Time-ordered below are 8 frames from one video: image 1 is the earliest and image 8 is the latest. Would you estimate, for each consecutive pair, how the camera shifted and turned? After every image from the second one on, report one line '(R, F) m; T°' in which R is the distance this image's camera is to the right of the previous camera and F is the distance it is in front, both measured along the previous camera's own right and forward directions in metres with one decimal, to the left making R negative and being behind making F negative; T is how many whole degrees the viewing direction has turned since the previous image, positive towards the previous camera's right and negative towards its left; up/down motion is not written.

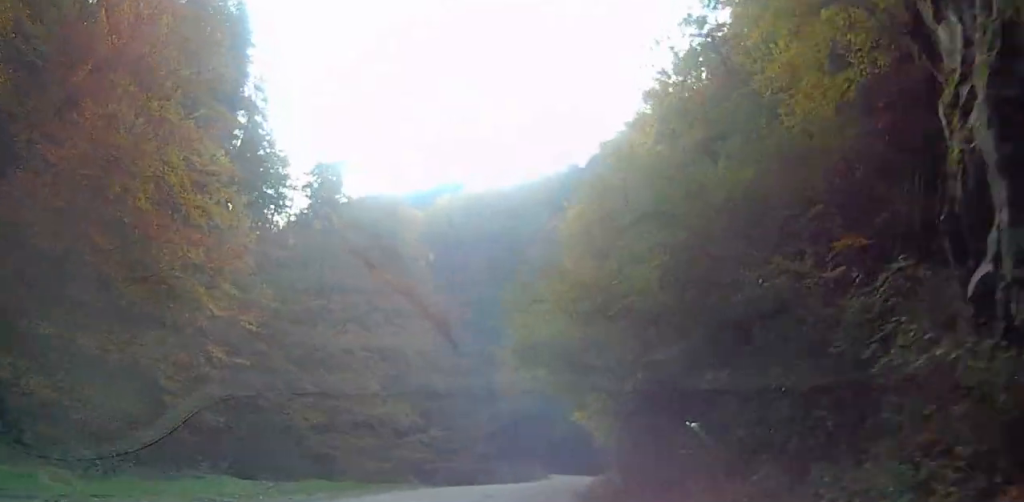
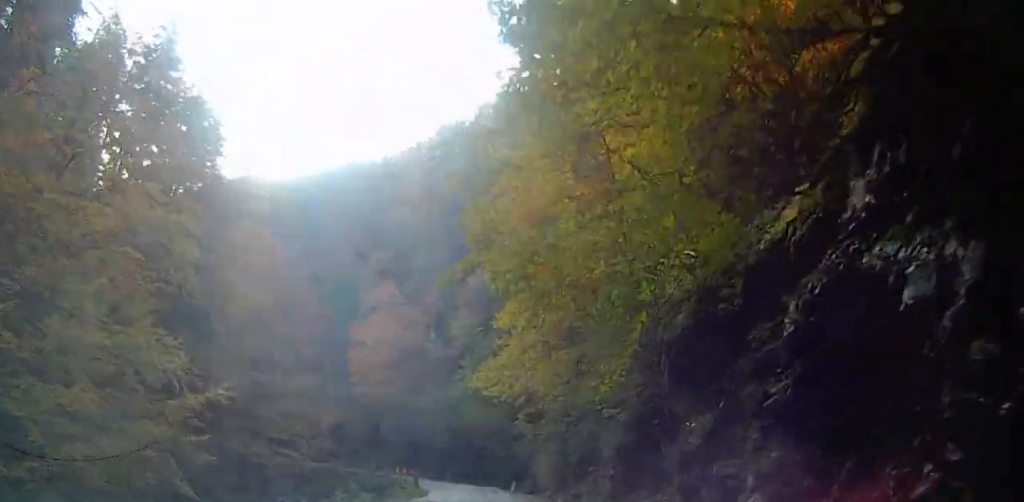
(+4.0, +22.5) m; +17°
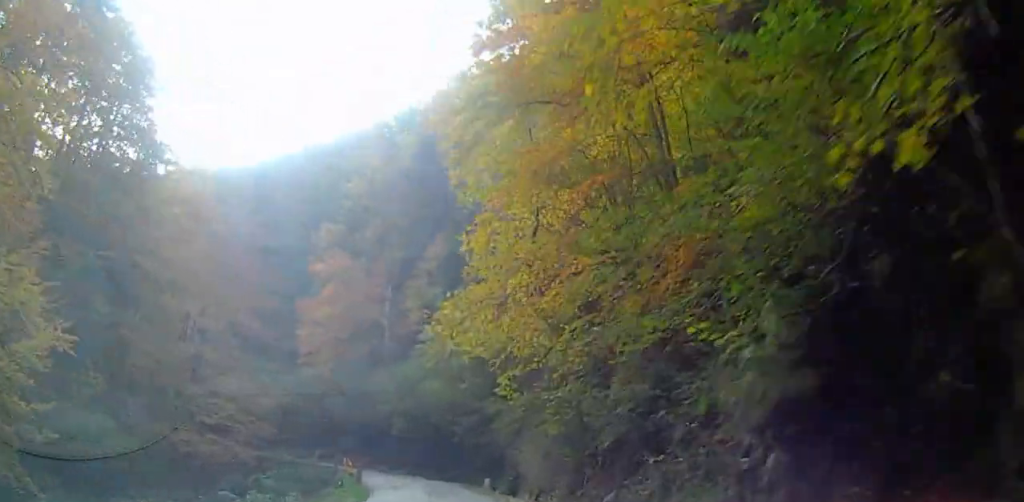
(+0.2, +9.3) m; +2°
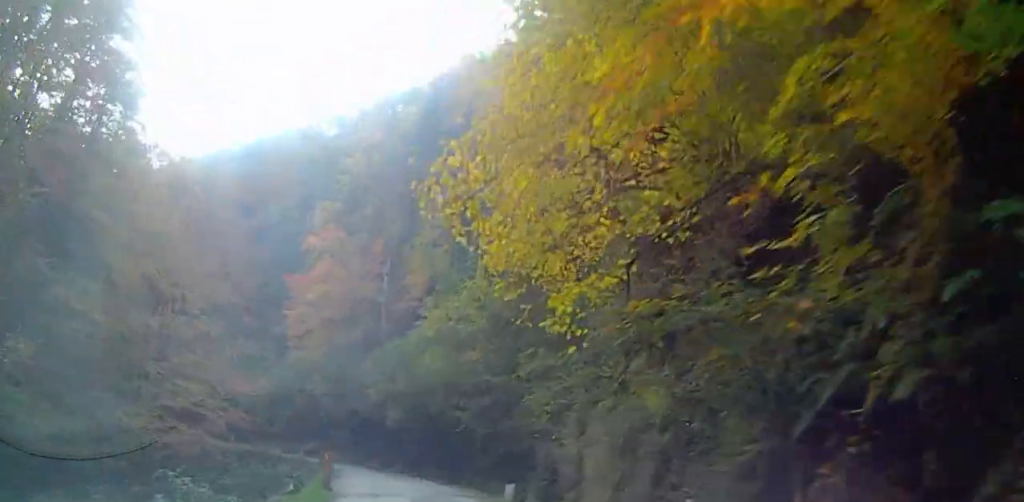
(+0.2, +8.9) m; +1°
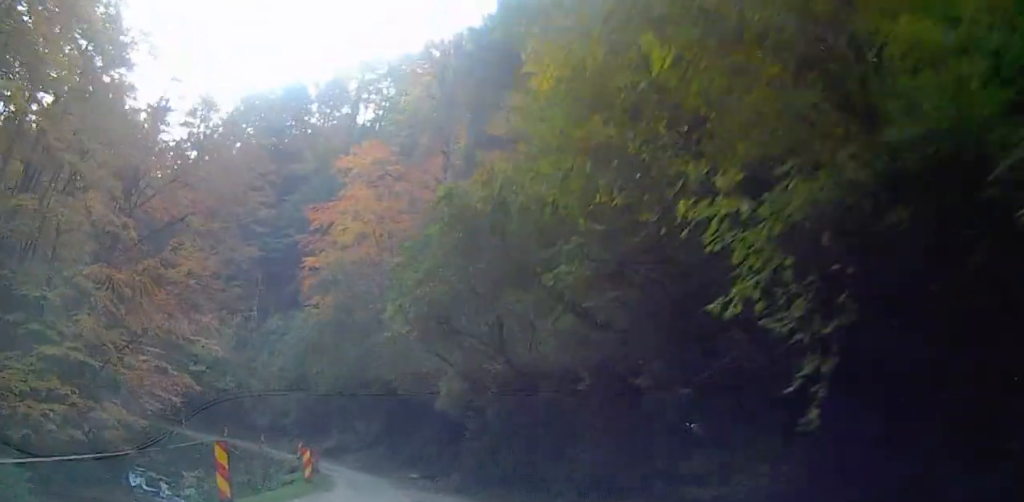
(+0.7, +22.4) m; +3°
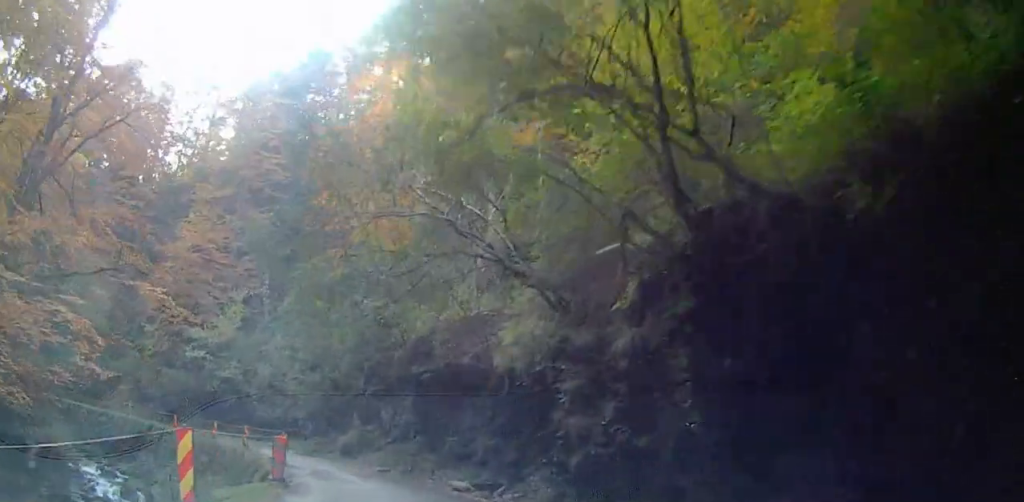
(+0.1, +13.5) m; -3°
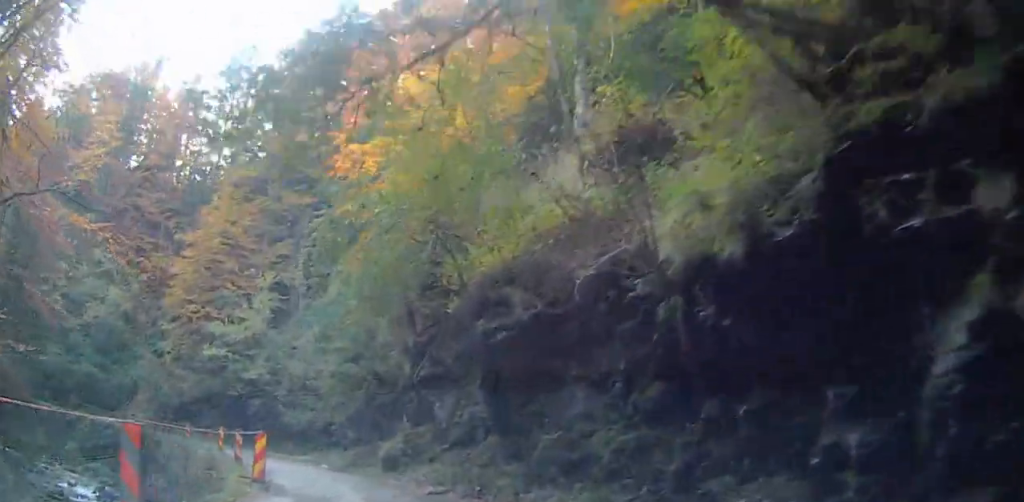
(-0.6, +11.2) m; -4°
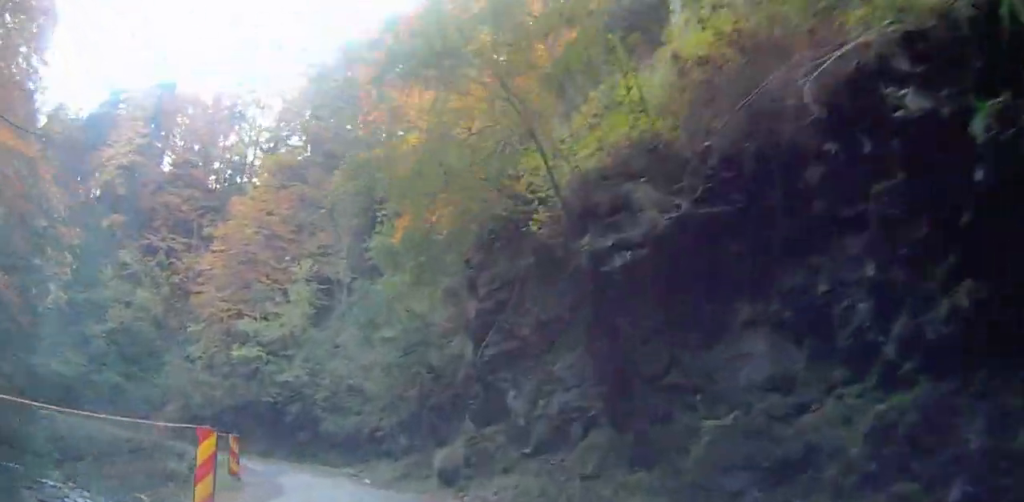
(0.0, +7.4) m; -1°
